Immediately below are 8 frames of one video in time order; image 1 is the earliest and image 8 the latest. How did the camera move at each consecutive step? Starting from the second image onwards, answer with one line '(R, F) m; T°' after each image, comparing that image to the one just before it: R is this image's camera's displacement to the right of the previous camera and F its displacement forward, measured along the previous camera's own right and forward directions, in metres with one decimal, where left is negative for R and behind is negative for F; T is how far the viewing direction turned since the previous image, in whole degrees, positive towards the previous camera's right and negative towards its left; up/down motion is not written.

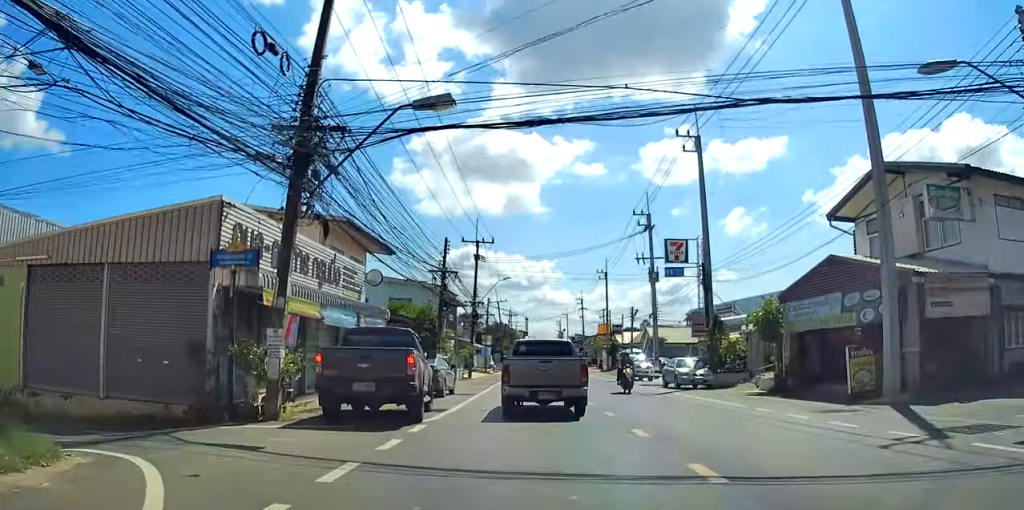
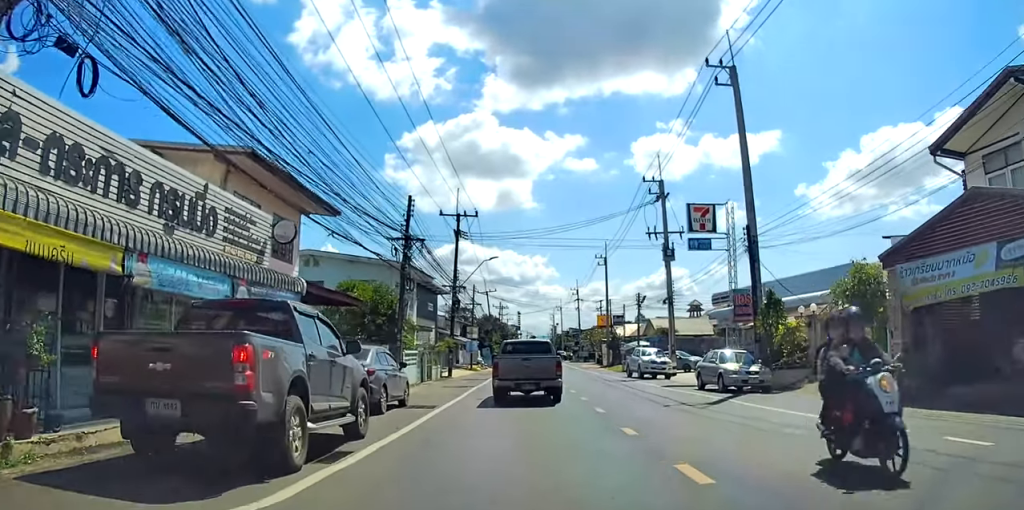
(+0.6, +8.7) m; +1°
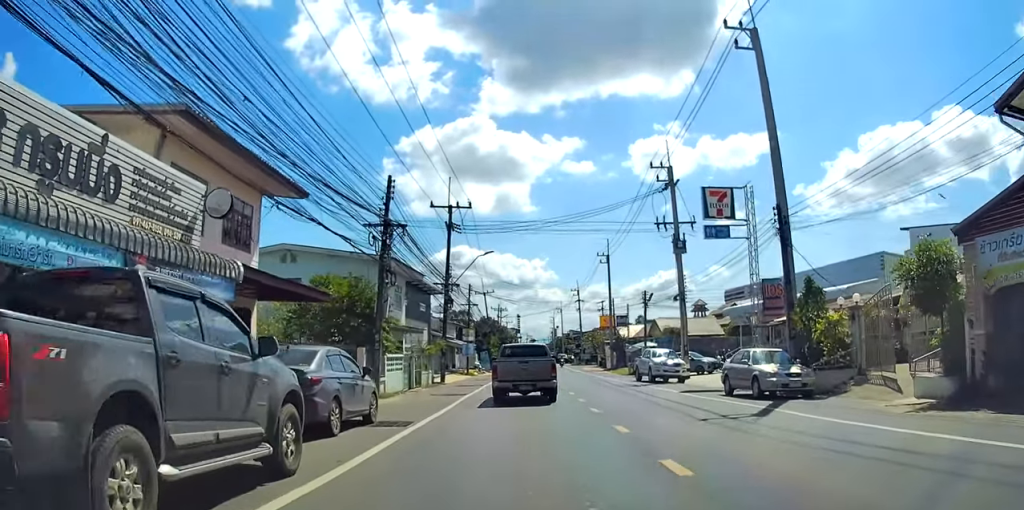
(-0.4, +3.6) m; +2°
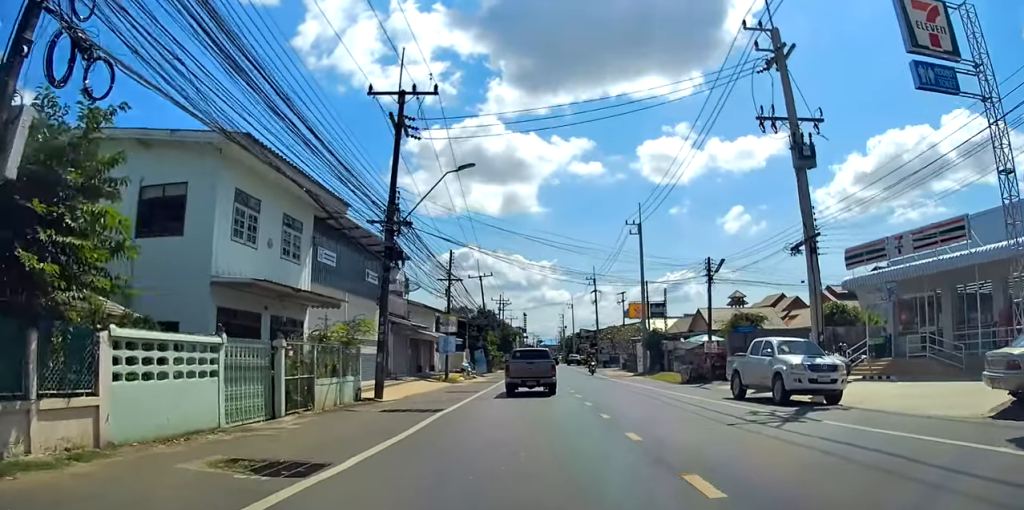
(+0.7, +17.7) m; -2°
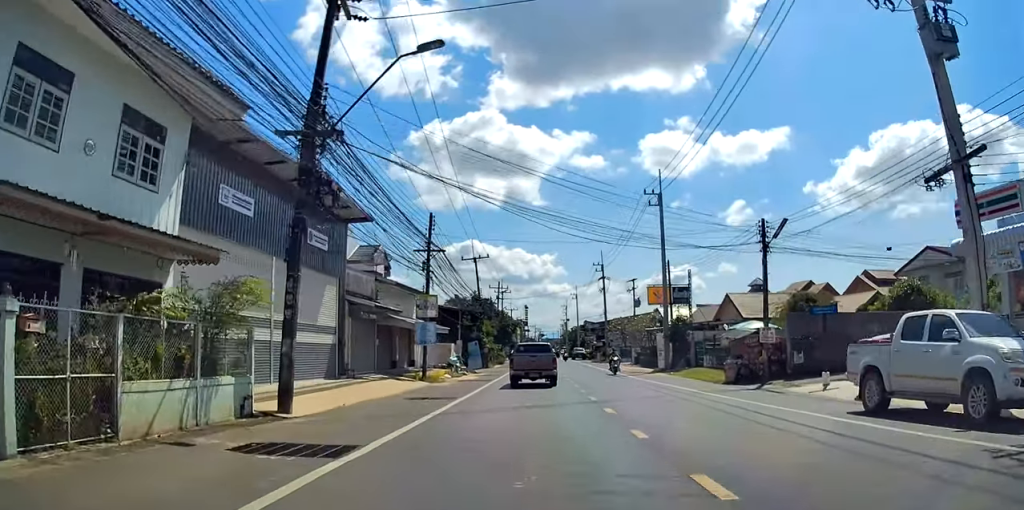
(-0.2, +8.5) m; -5°
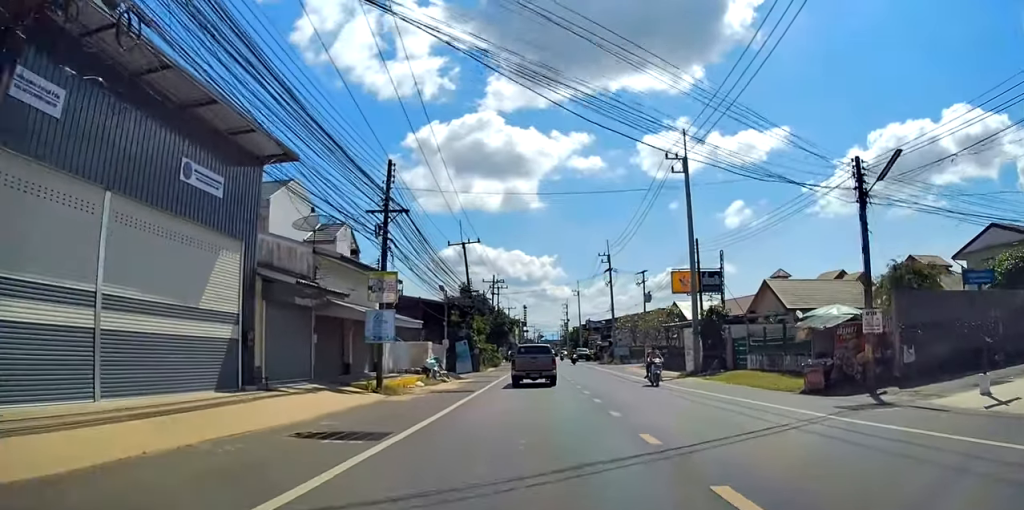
(-0.5, +8.5) m; -2°
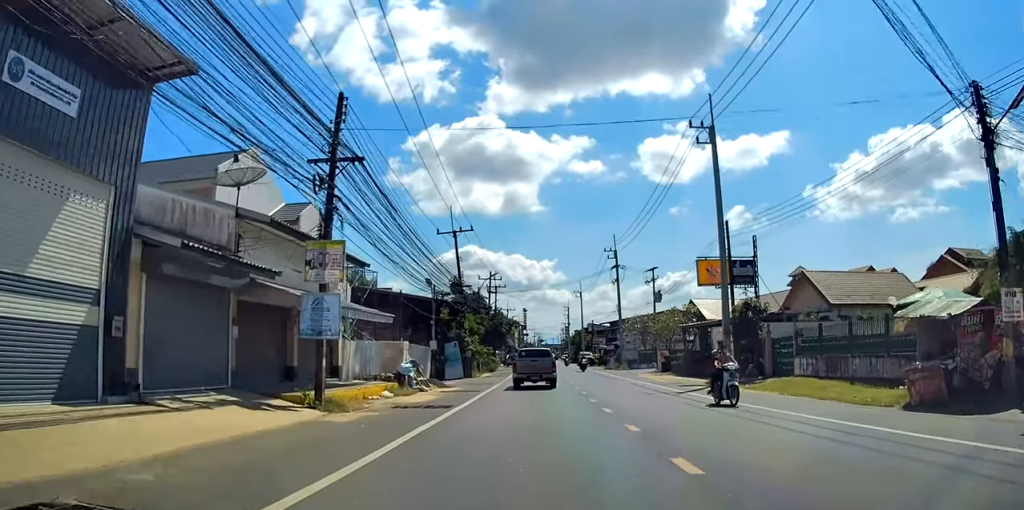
(-0.3, +6.0) m; 0°
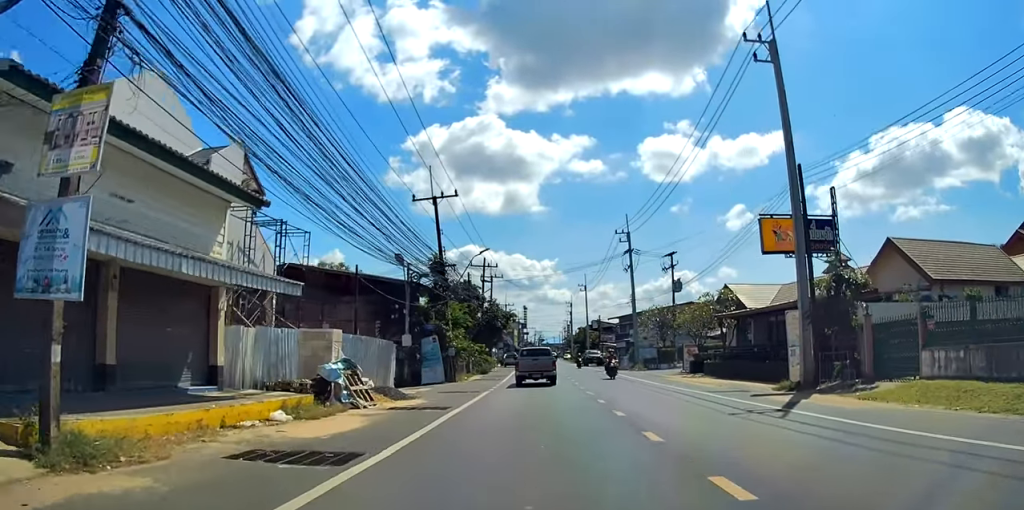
(+0.7, +9.6) m; +3°
